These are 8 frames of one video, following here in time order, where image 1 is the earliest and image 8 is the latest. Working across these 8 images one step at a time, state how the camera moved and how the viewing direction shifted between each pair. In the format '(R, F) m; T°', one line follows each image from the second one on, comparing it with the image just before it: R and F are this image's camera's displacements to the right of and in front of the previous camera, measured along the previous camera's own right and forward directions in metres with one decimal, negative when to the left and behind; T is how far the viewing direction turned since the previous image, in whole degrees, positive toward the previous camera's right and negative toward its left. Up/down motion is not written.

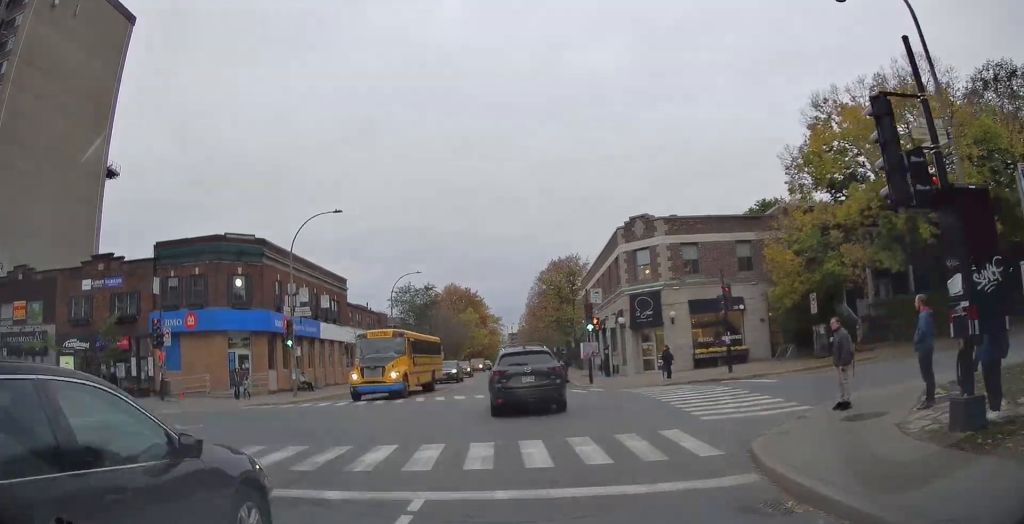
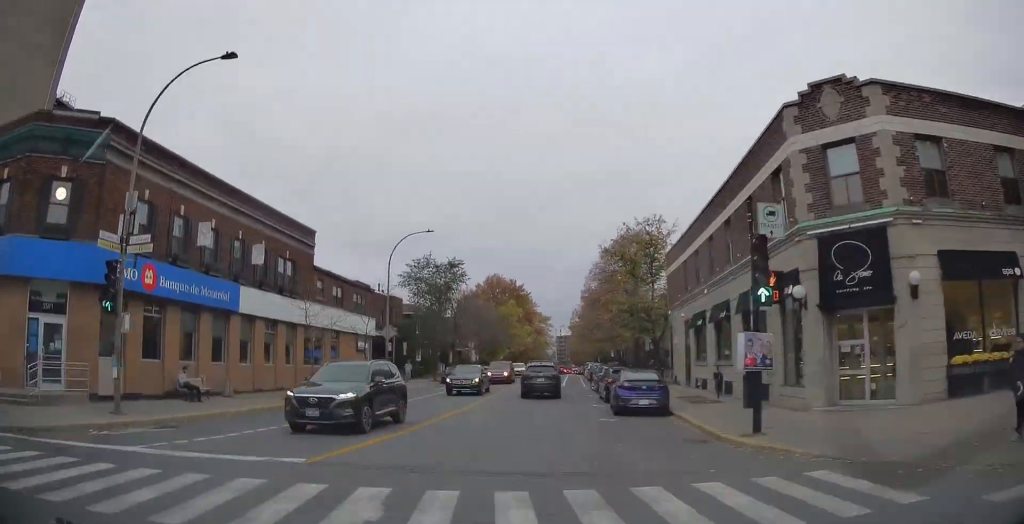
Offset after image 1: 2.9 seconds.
(0.0, +10.3) m; 0°
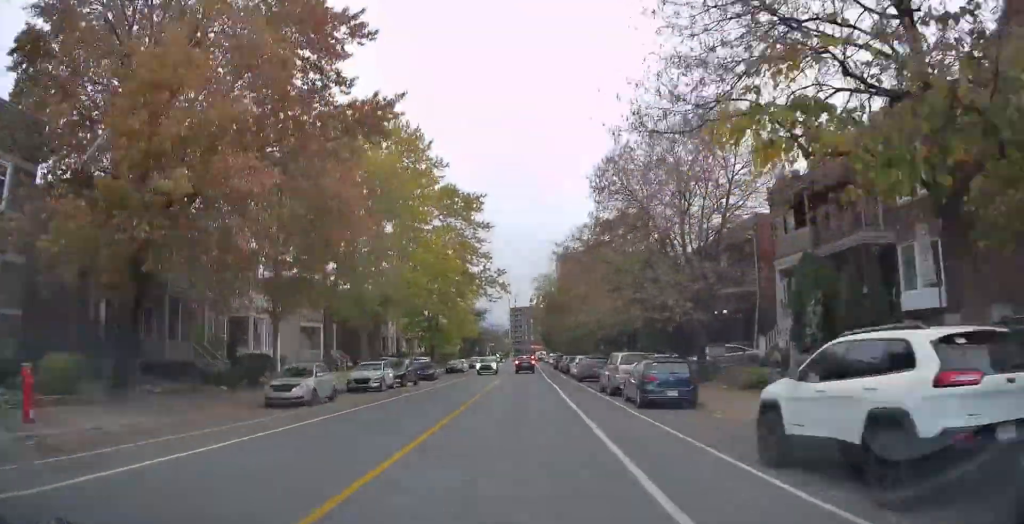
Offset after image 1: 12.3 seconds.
(-0.1, +92.2) m; -1°
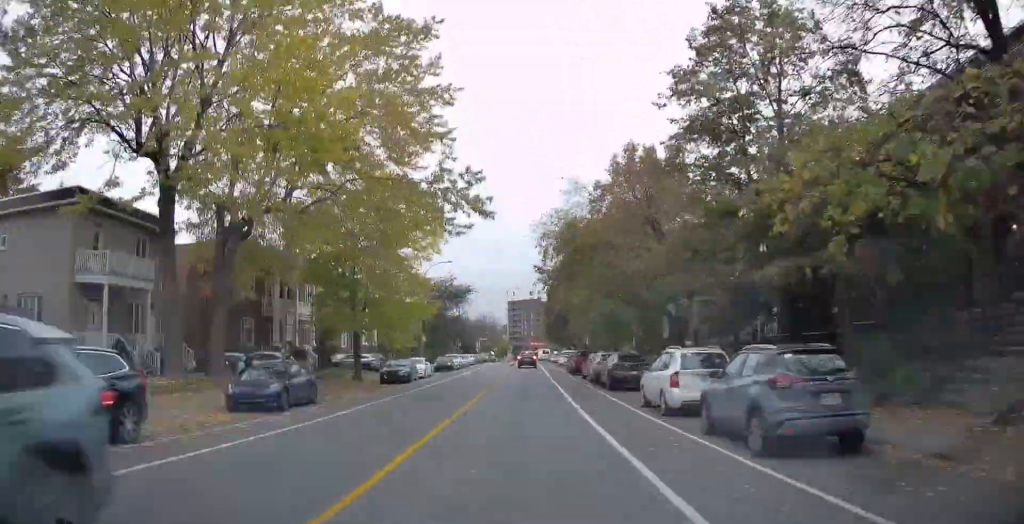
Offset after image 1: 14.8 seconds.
(-0.2, +27.3) m; 0°
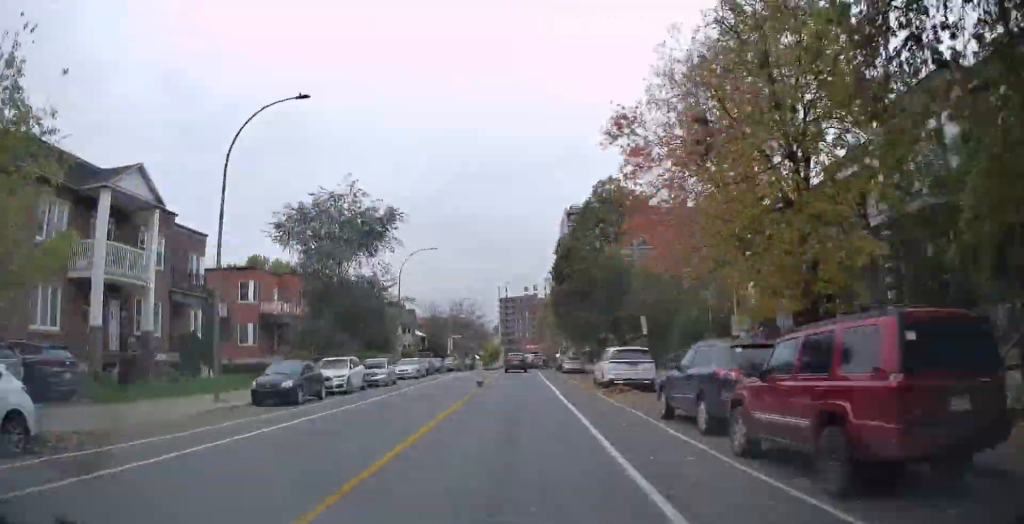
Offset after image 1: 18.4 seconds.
(+0.2, +37.5) m; 0°
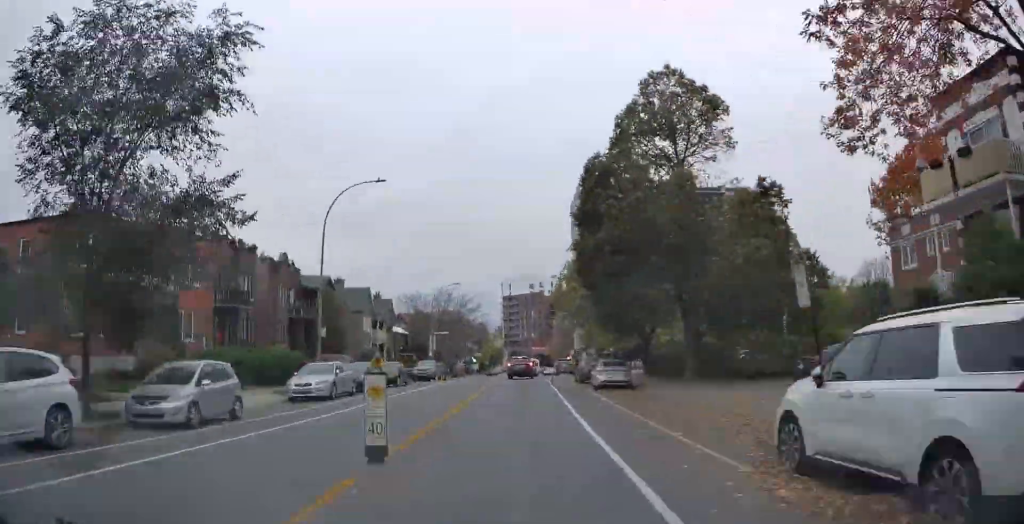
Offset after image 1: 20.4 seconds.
(+0.1, +19.7) m; 0°
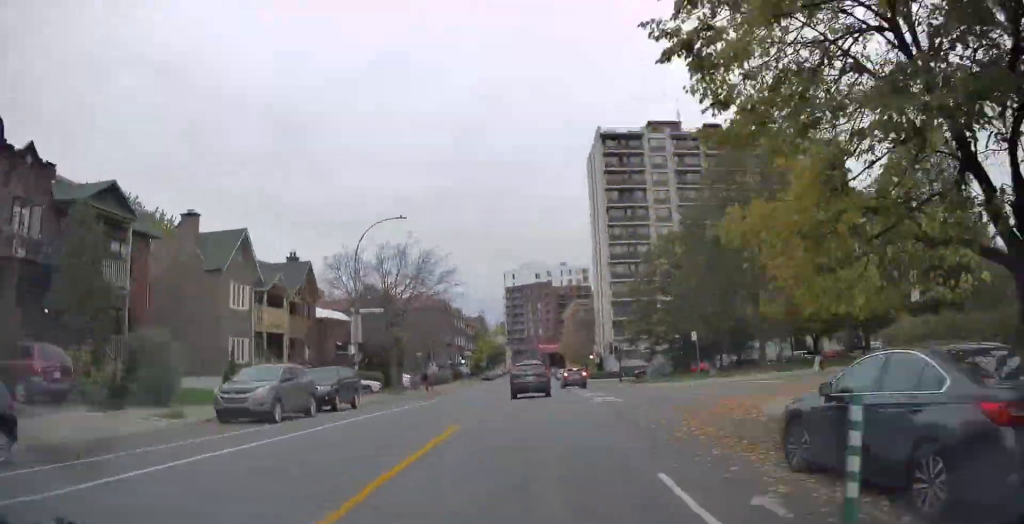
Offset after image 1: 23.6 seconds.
(-0.1, +30.6) m; -1°
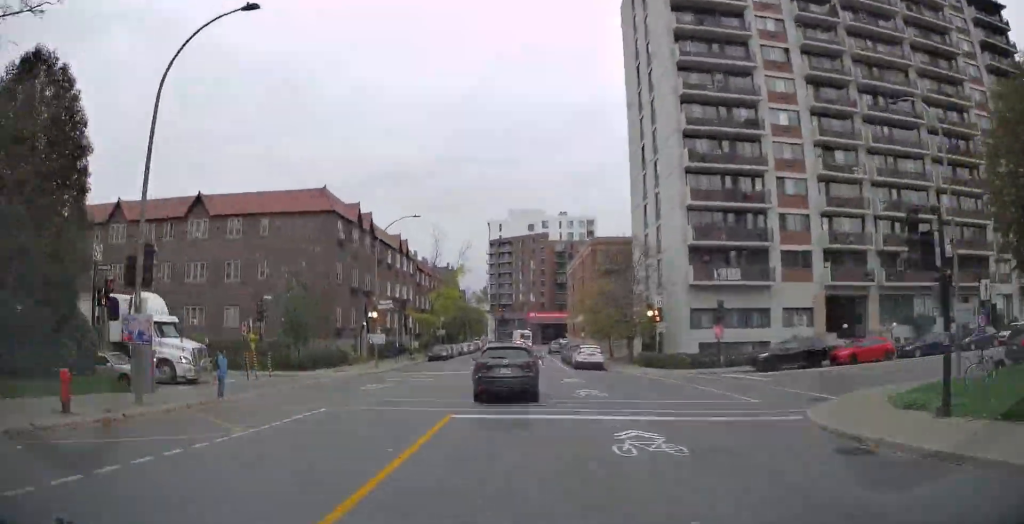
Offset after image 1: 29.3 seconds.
(-0.4, +32.6) m; -2°
